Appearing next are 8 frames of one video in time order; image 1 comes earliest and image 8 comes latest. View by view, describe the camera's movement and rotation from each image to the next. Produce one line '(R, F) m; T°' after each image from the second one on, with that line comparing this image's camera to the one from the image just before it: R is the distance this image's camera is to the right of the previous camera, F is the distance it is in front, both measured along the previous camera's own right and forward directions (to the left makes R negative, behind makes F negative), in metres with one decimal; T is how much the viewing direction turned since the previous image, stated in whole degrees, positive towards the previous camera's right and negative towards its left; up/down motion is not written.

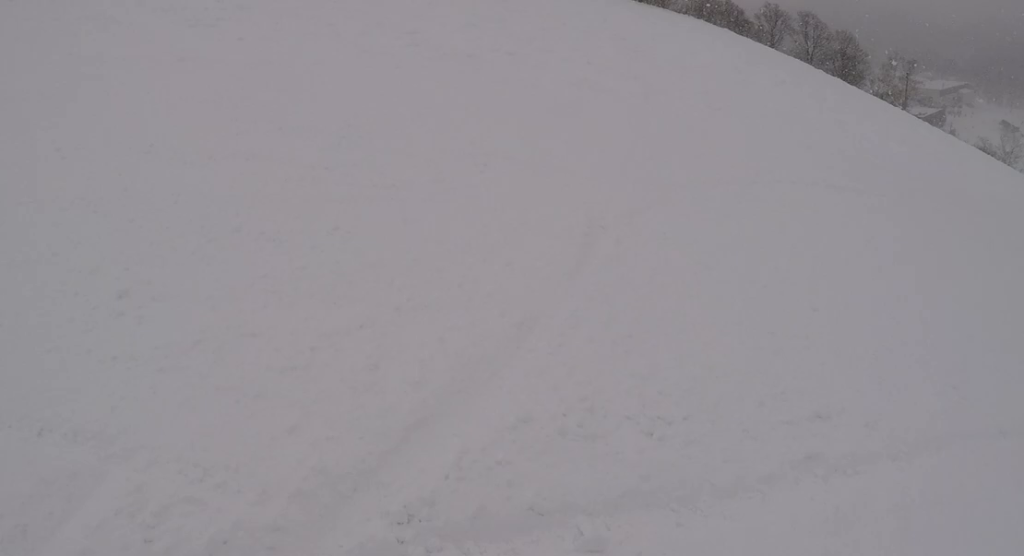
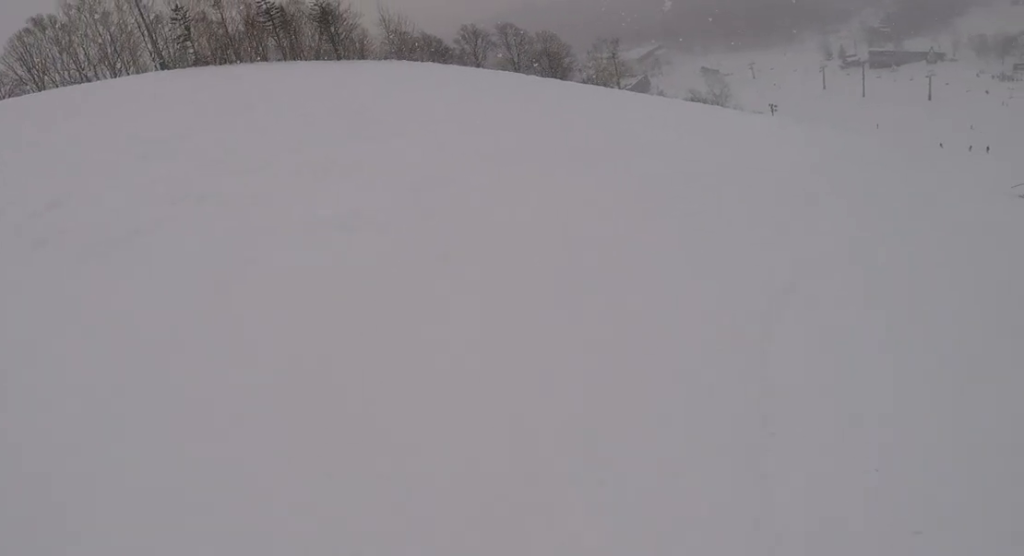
(+1.3, +5.2) m; +38°
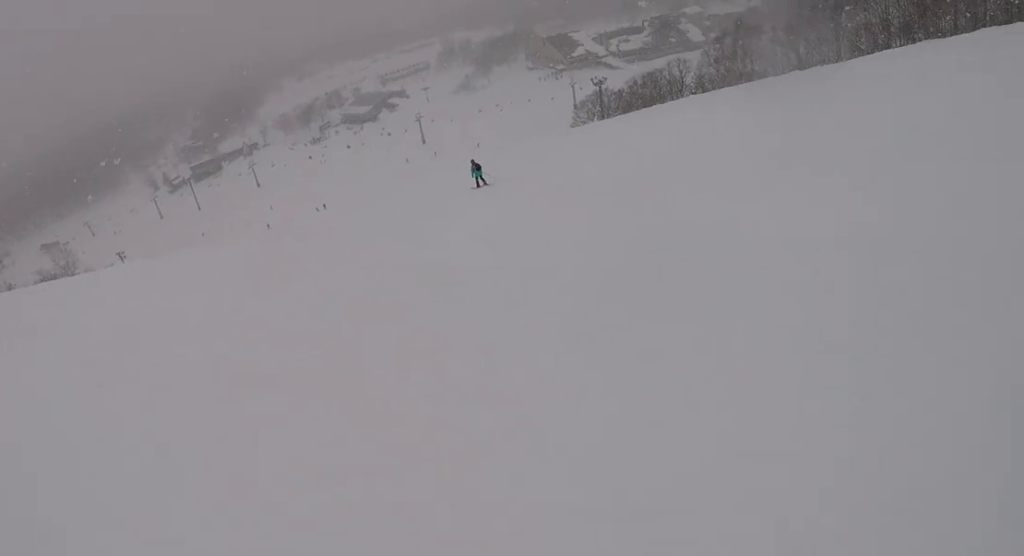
(+5.7, +9.6) m; +31°
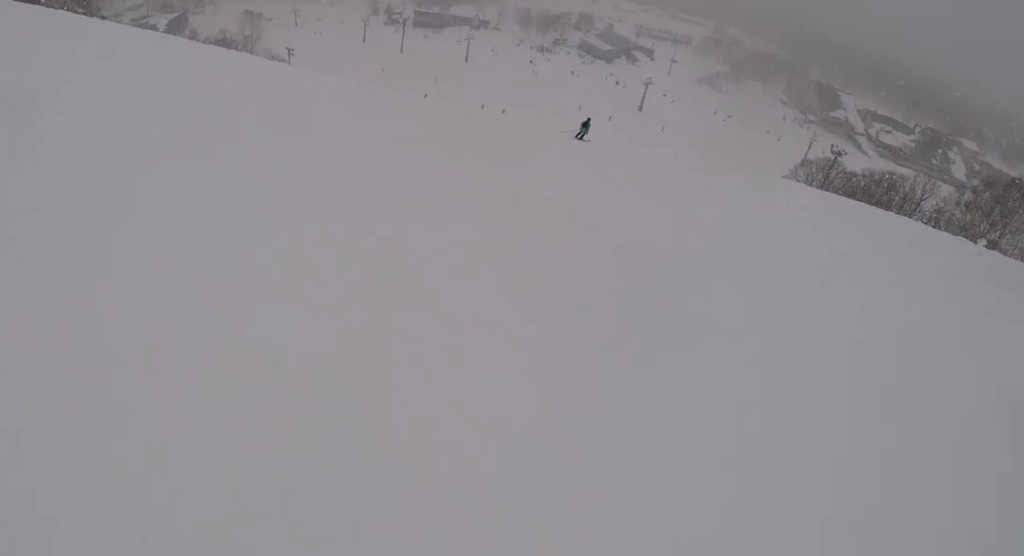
(-1.1, +11.3) m; -24°
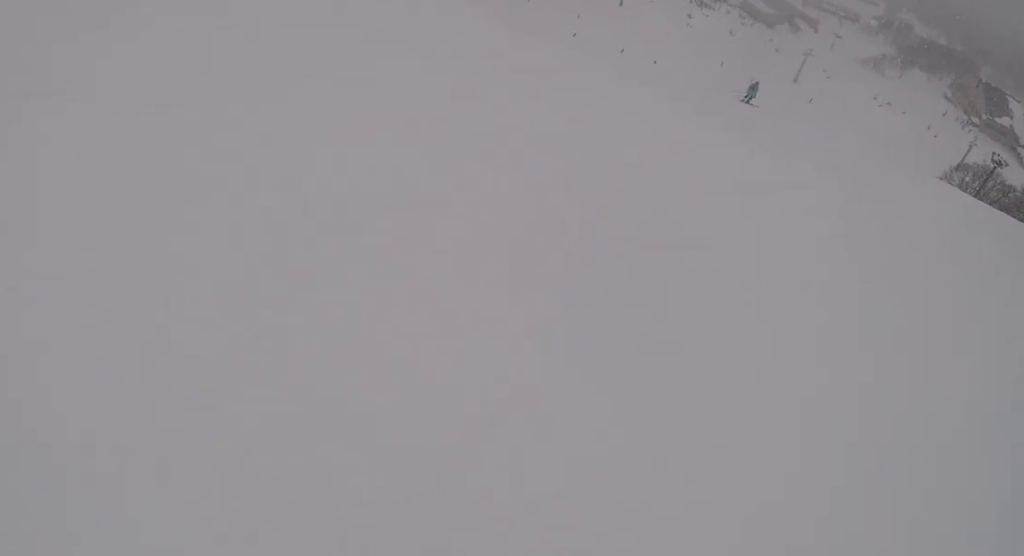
(-0.4, +3.4) m; -10°
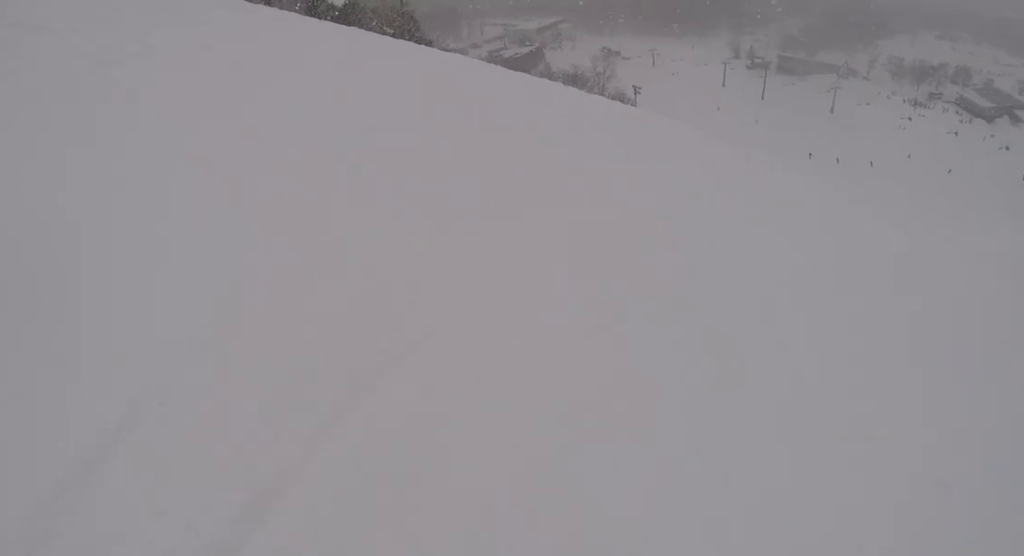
(-2.2, +11.7) m; +5°
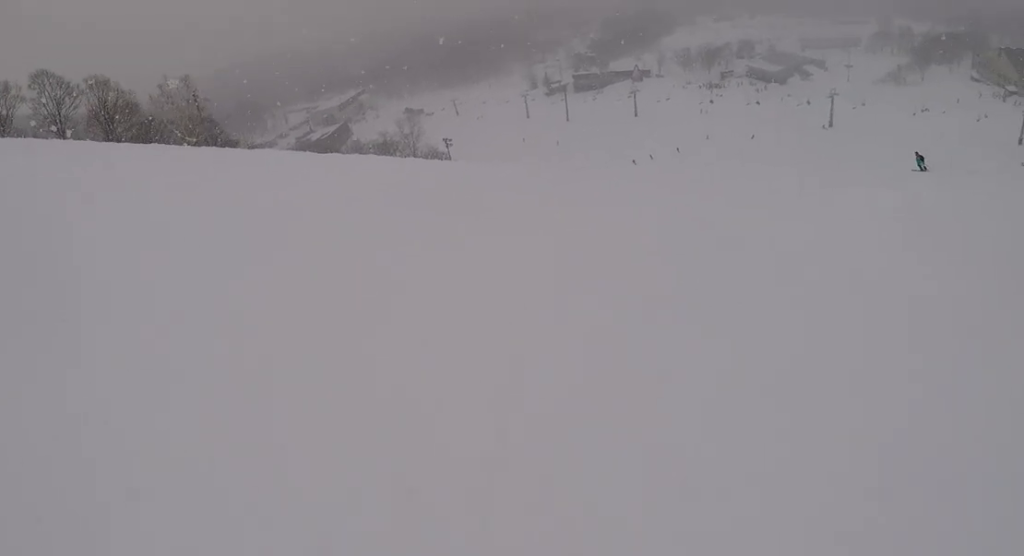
(+0.4, +3.5) m; +10°
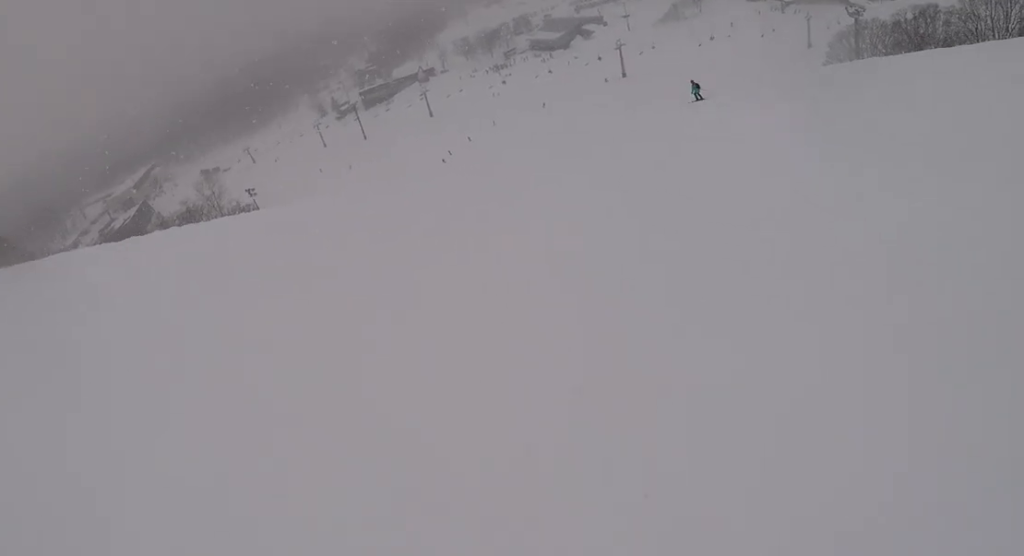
(+0.1, +4.5) m; +14°
